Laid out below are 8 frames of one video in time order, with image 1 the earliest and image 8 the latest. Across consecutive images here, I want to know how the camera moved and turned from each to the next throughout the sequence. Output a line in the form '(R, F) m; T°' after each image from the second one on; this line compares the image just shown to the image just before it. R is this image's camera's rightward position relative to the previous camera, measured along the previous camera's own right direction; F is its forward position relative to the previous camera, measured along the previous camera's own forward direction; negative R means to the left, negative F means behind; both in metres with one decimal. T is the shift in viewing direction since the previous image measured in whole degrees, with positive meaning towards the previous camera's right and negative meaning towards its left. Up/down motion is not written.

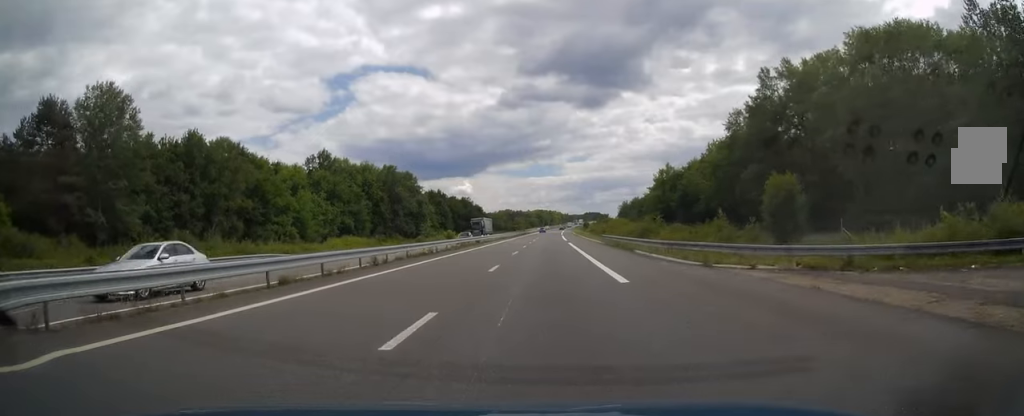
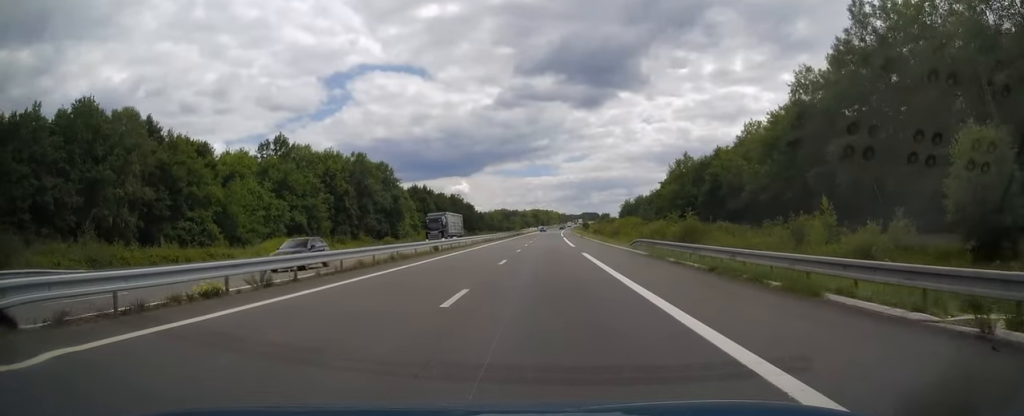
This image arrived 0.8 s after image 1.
(+0.1, +22.2) m; 0°
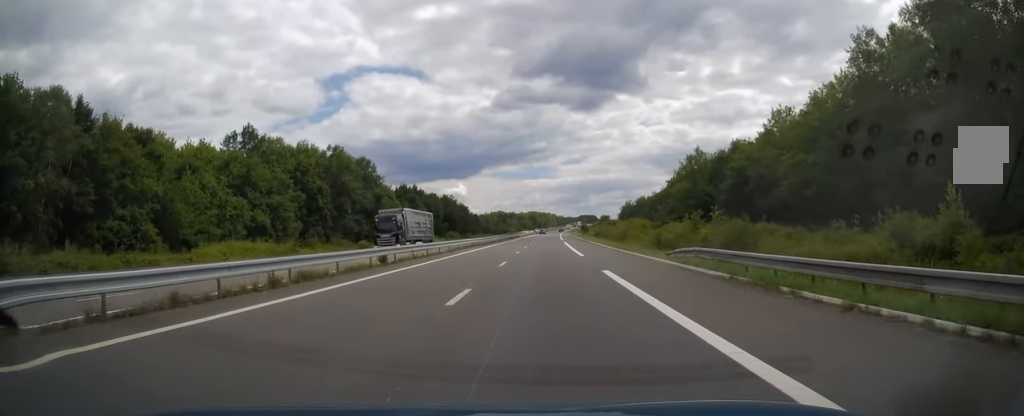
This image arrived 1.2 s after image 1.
(0.0, +12.3) m; 0°
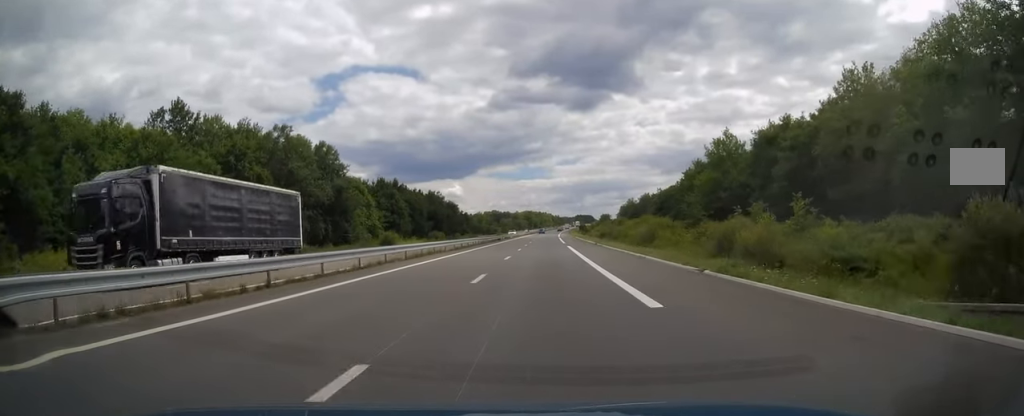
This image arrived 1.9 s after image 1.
(+0.1, +21.1) m; 0°
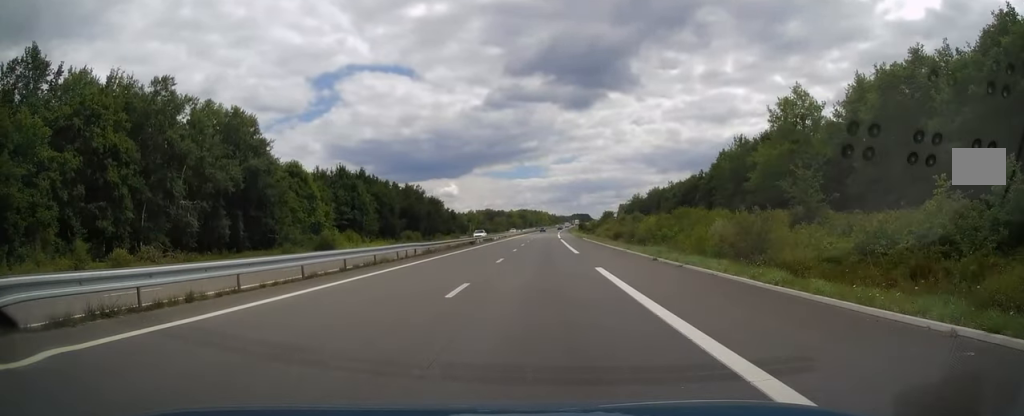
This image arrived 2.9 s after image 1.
(+0.1, +29.5) m; 0°
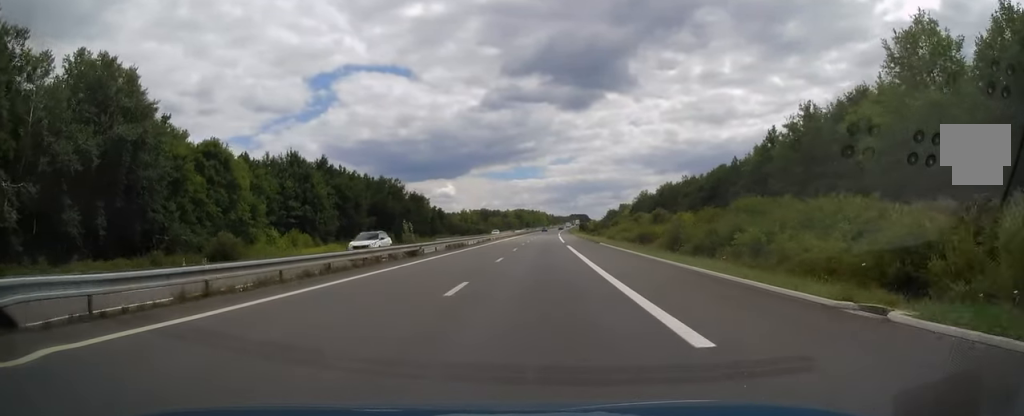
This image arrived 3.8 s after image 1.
(+0.1, +25.6) m; 0°
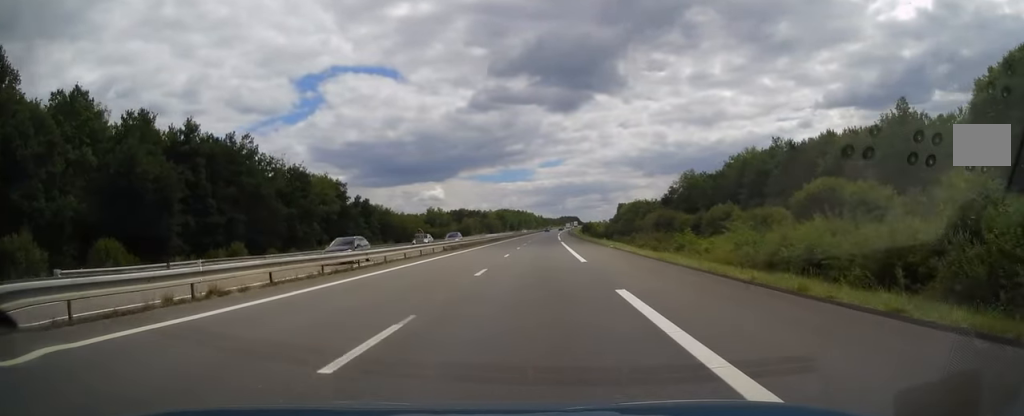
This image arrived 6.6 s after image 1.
(+0.7, +84.4) m; +1°
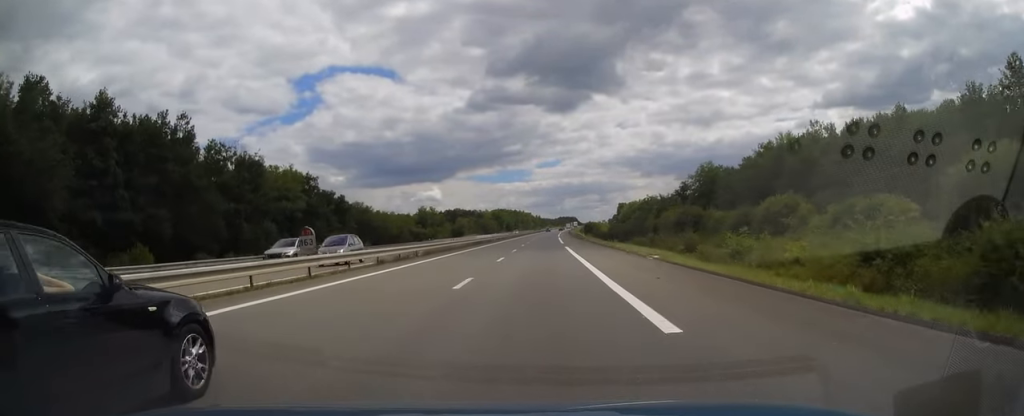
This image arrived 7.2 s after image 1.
(+0.1, +17.1) m; 0°
